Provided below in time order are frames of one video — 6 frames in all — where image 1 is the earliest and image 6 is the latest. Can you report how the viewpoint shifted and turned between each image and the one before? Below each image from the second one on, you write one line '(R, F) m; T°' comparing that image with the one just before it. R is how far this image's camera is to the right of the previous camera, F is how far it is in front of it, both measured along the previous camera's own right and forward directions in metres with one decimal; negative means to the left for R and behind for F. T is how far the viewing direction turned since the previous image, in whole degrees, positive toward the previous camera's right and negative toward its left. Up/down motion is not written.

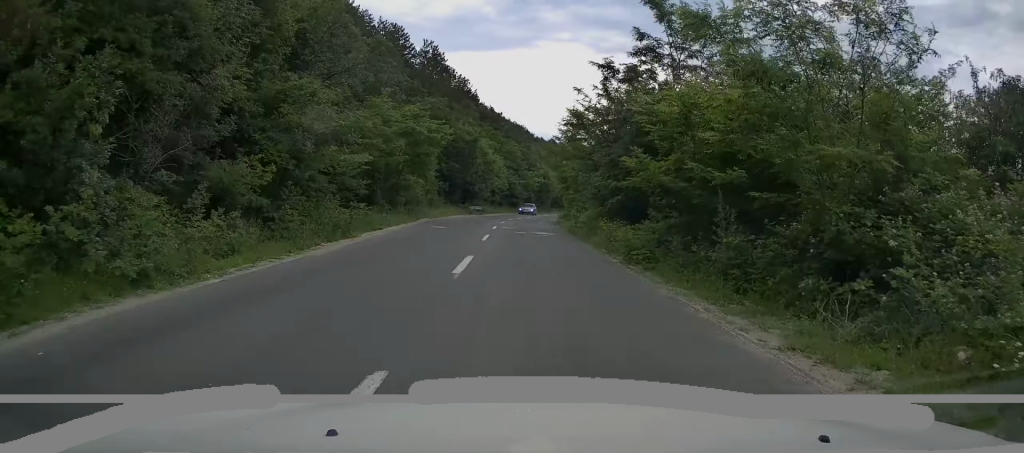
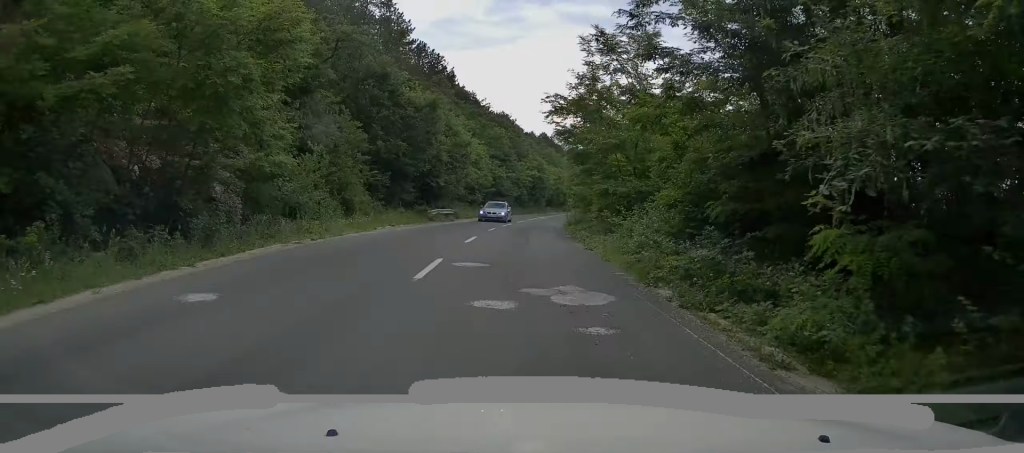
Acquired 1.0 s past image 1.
(+0.4, +18.3) m; +1°
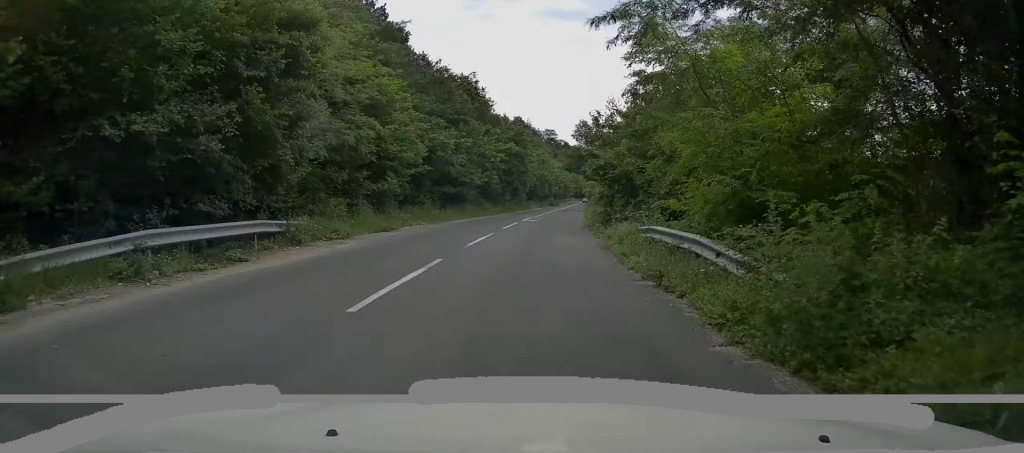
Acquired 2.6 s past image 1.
(0.0, +28.7) m; +1°
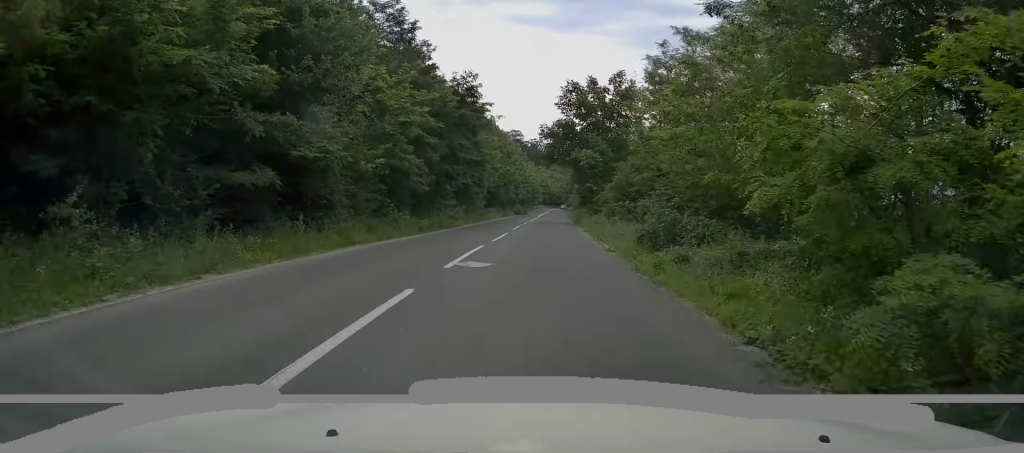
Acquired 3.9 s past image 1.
(+0.5, +23.0) m; +3°
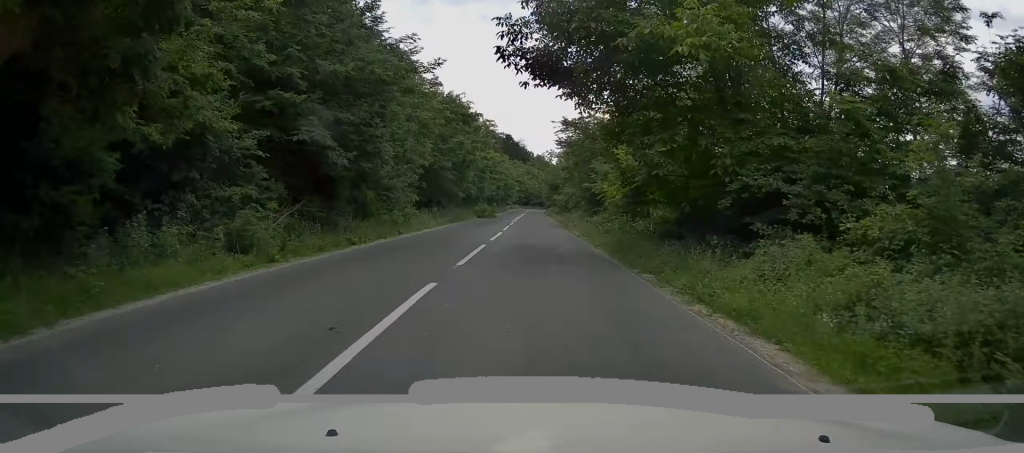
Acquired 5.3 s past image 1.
(+0.6, +26.4) m; +2°
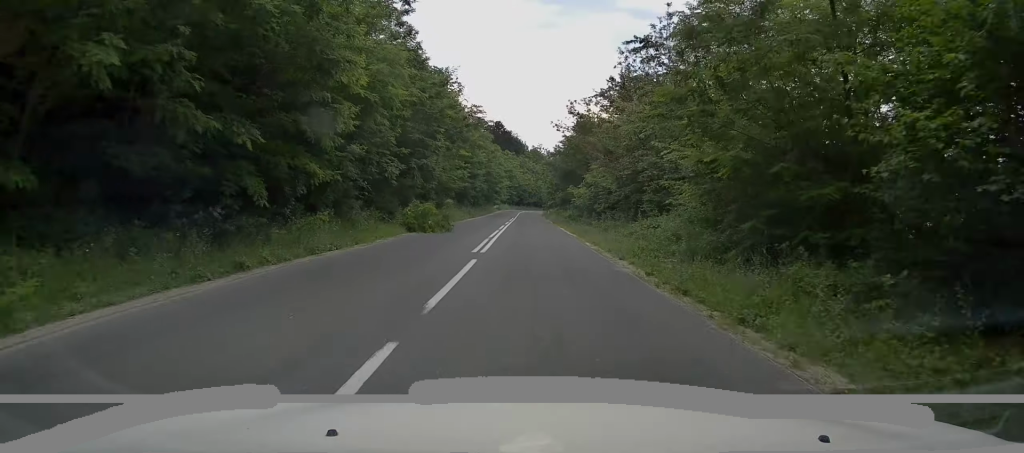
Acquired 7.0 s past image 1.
(0.0, +30.3) m; +1°
